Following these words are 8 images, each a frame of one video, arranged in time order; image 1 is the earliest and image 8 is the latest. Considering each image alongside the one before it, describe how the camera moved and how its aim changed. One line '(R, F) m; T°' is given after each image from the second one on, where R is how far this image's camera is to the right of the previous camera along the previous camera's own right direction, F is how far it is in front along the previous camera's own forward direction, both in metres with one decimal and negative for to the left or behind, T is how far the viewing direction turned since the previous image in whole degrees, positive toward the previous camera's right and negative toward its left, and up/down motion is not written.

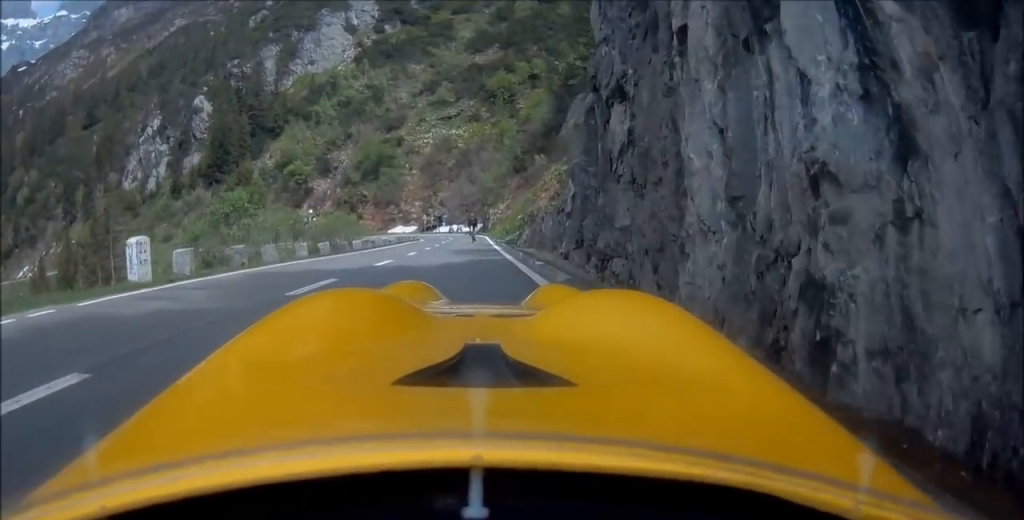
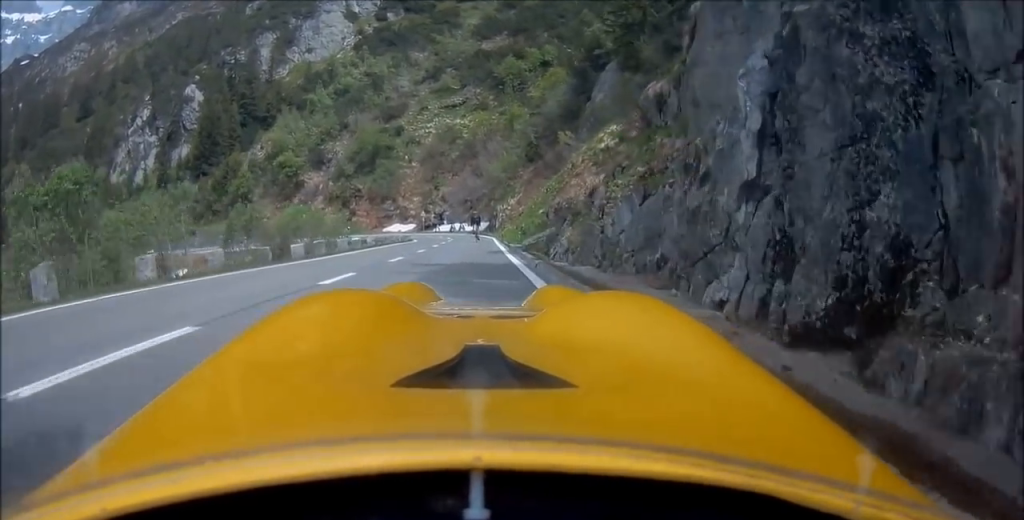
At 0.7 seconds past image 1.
(-0.3, +13.1) m; 0°
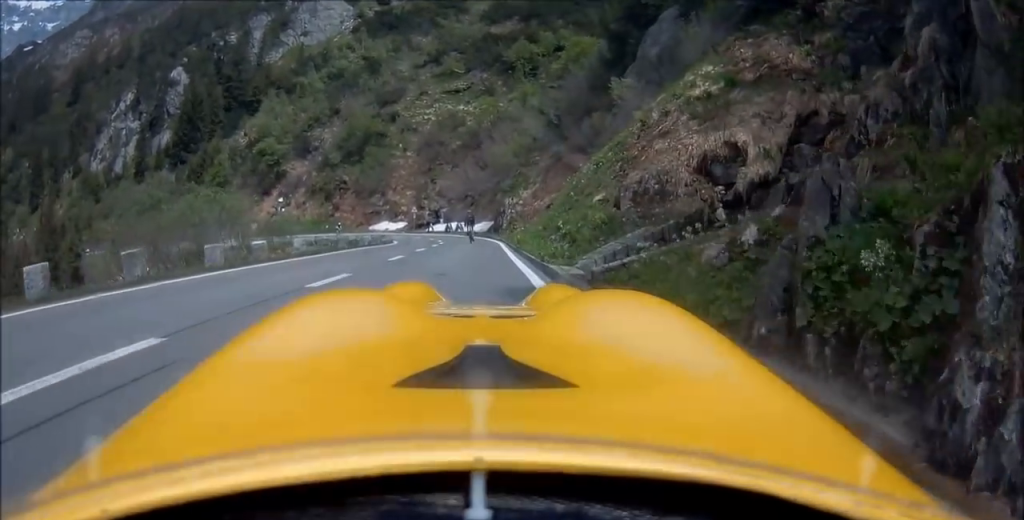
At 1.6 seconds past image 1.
(+0.2, +16.2) m; 0°
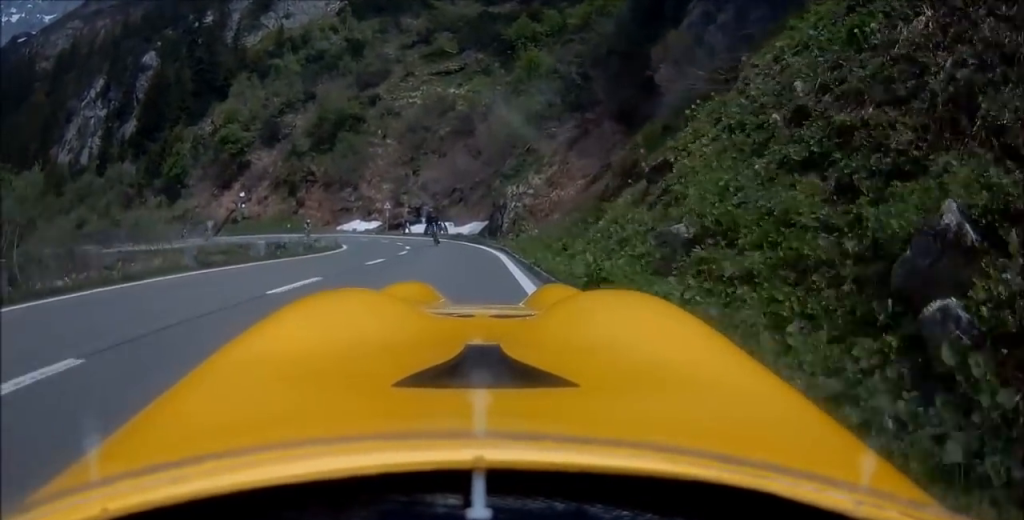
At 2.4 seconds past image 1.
(0.0, +16.7) m; +1°
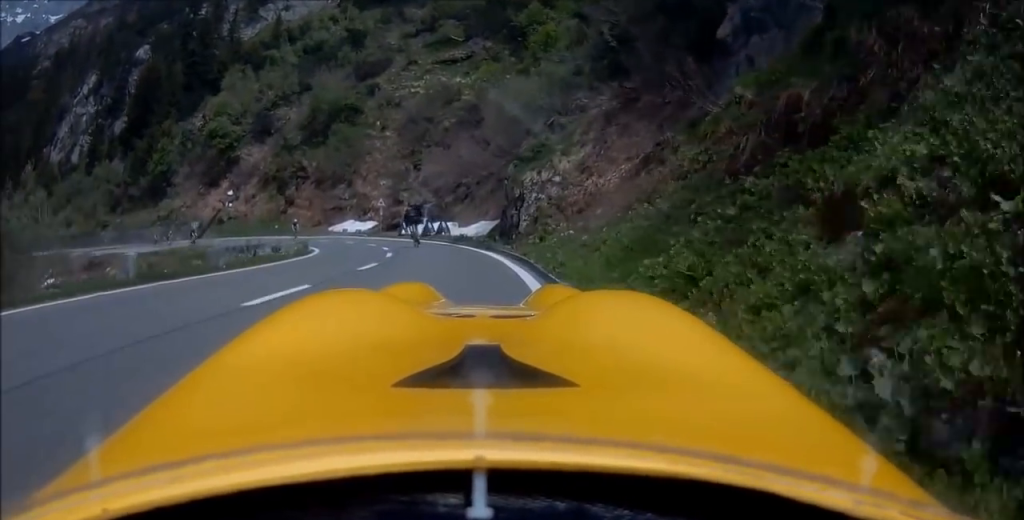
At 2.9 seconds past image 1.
(-0.3, +8.6) m; +1°
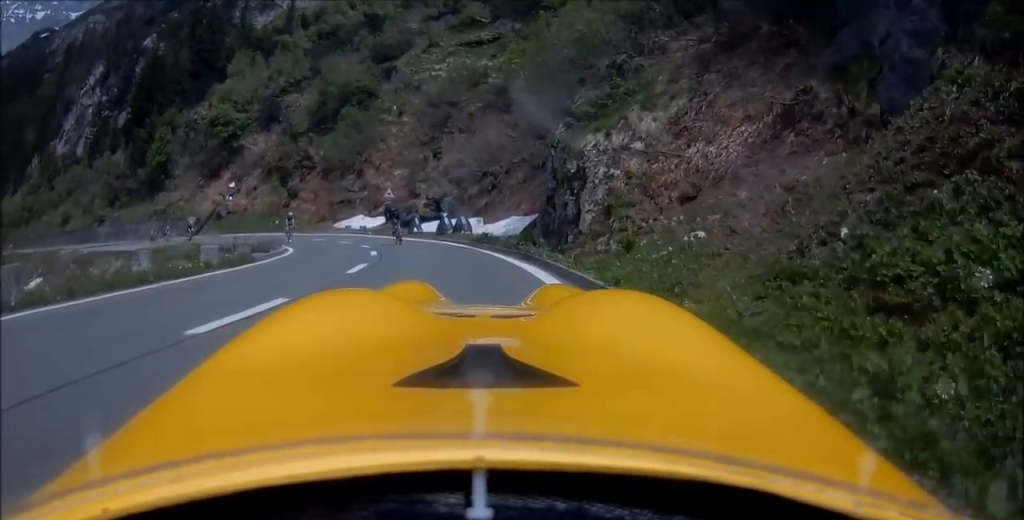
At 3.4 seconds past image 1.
(+0.5, +9.7) m; +2°
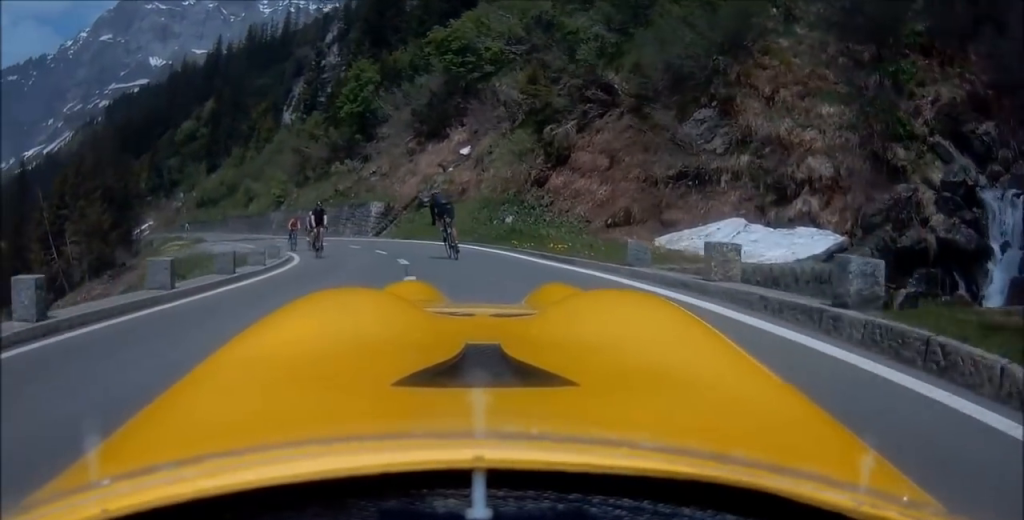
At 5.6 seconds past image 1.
(-1.3, +40.9) m; -11°
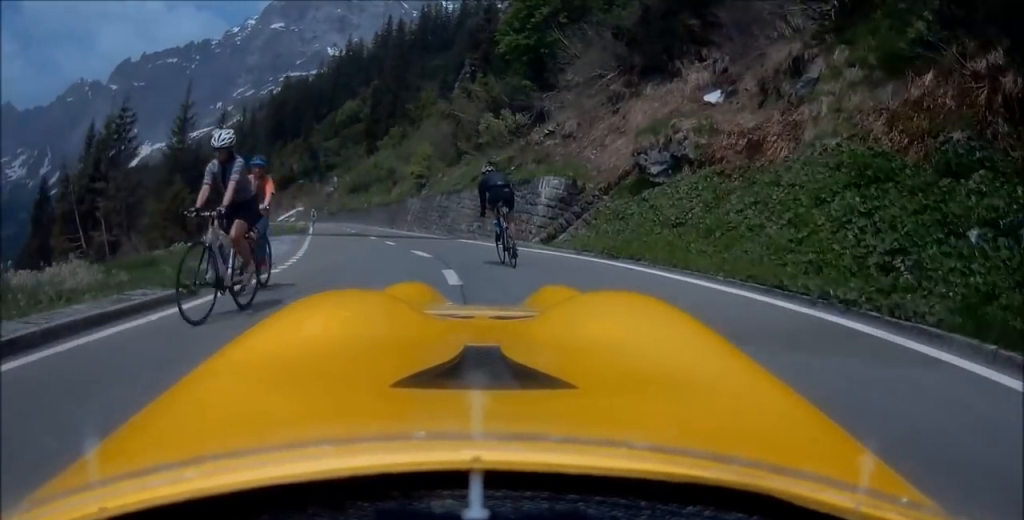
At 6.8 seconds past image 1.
(-1.8, +20.1) m; -9°
